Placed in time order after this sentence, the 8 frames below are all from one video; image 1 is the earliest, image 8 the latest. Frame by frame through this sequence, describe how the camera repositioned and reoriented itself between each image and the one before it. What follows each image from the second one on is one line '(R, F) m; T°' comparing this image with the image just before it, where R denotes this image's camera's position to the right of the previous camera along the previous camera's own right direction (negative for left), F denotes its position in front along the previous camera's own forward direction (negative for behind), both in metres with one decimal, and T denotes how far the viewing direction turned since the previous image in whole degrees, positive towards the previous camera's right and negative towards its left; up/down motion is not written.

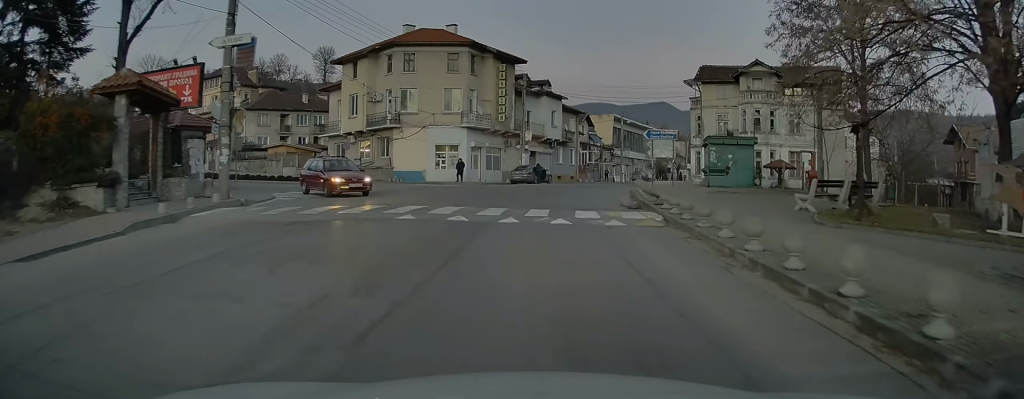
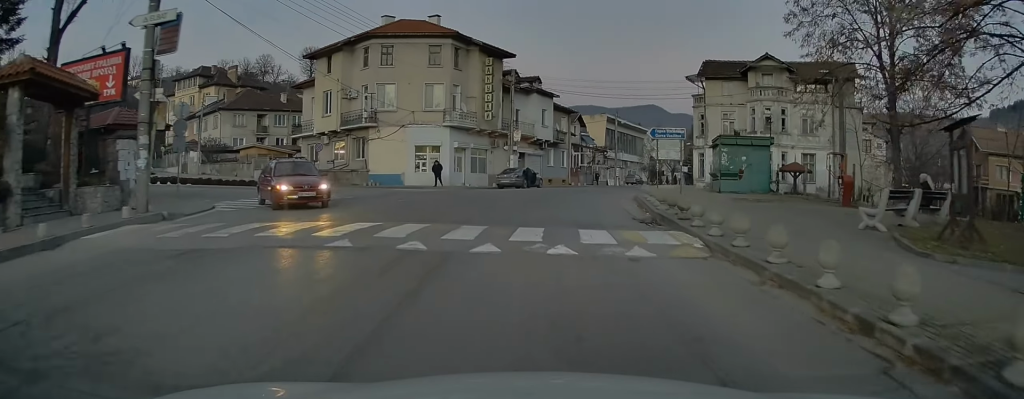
(+0.1, +3.6) m; +1°
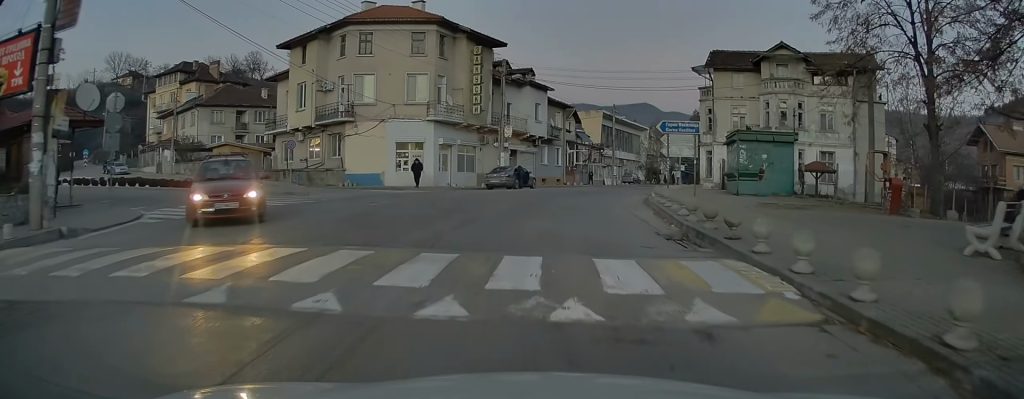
(-0.1, +3.2) m; +1°
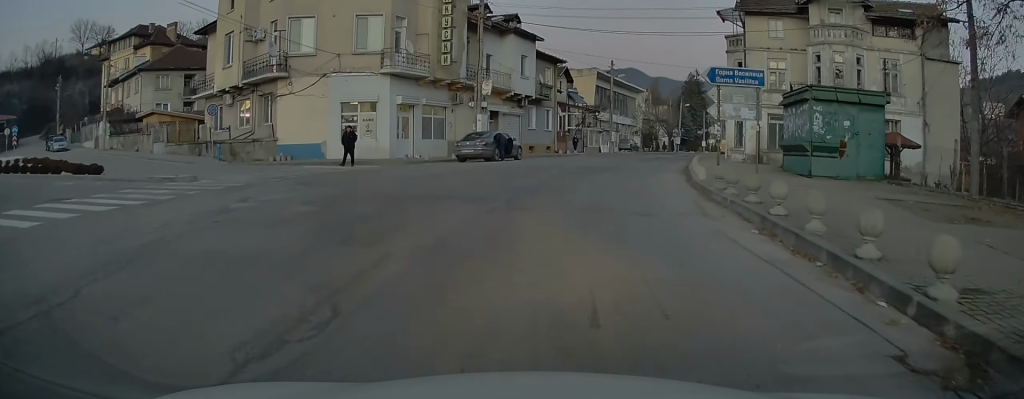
(+0.5, +7.8) m; +8°
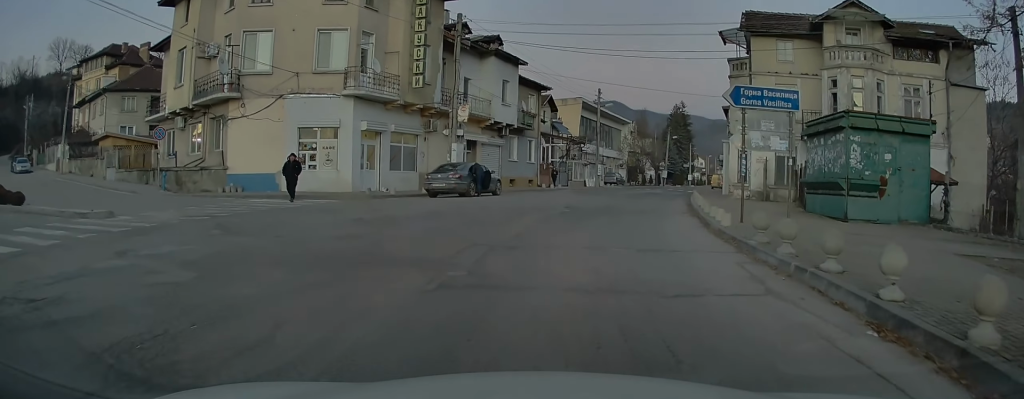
(+0.1, +3.3) m; +2°
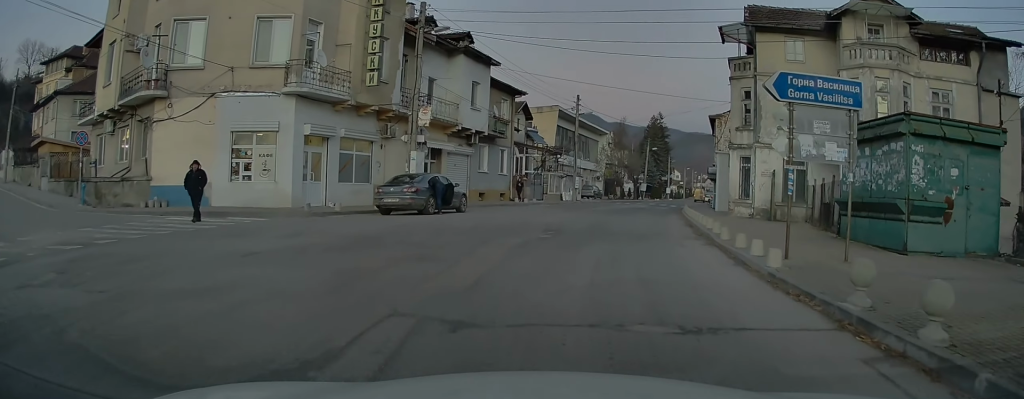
(0.0, +4.1) m; -2°
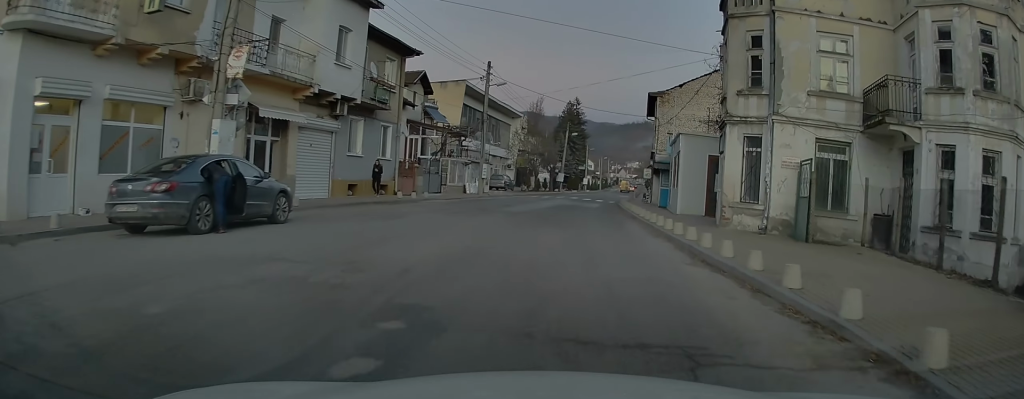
(+0.6, +11.3) m; +7°
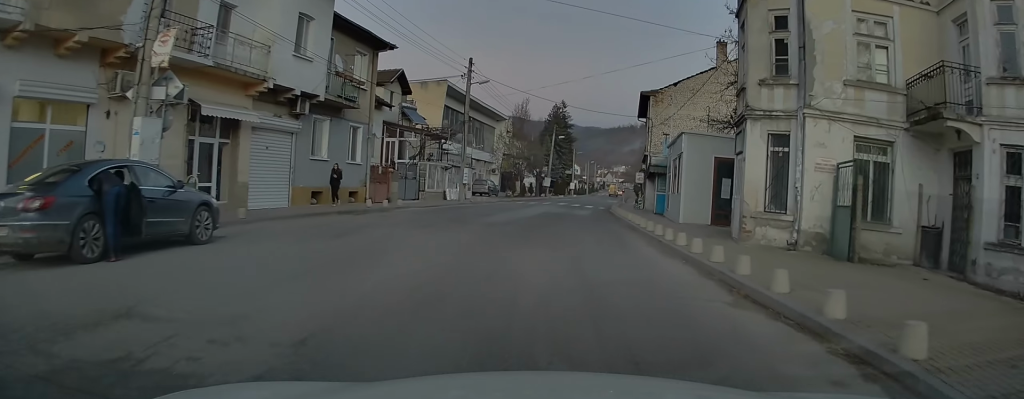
(+0.1, +2.9) m; +1°
